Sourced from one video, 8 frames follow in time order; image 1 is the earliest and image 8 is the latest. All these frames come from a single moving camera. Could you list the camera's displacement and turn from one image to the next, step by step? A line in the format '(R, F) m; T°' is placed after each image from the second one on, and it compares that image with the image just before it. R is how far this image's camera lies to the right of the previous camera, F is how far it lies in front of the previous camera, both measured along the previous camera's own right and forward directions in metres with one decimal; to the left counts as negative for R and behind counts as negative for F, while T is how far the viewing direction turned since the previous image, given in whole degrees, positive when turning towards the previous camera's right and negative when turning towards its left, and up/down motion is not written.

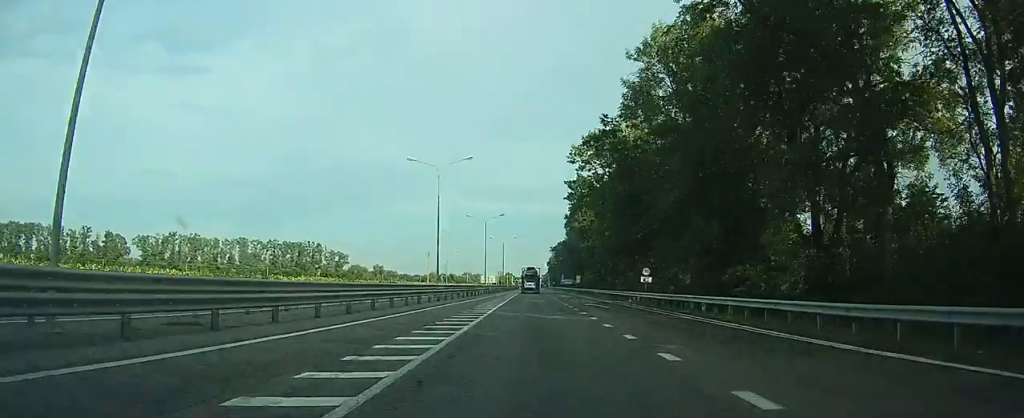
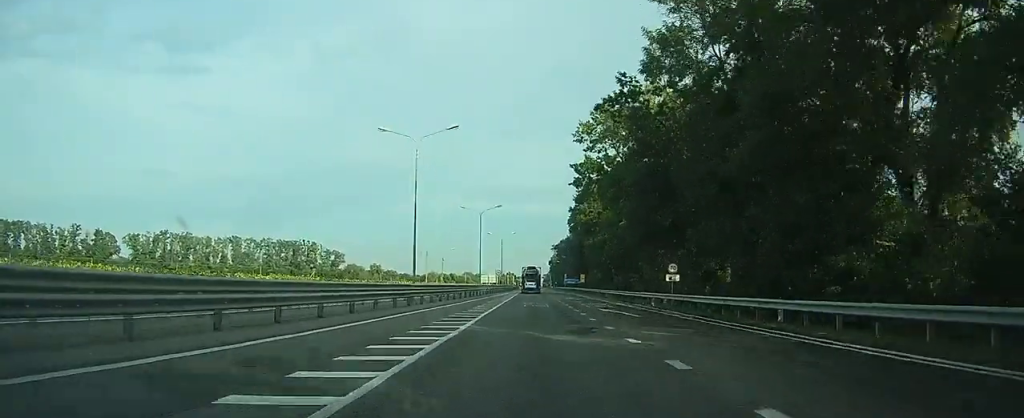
(0.0, +9.4) m; 0°
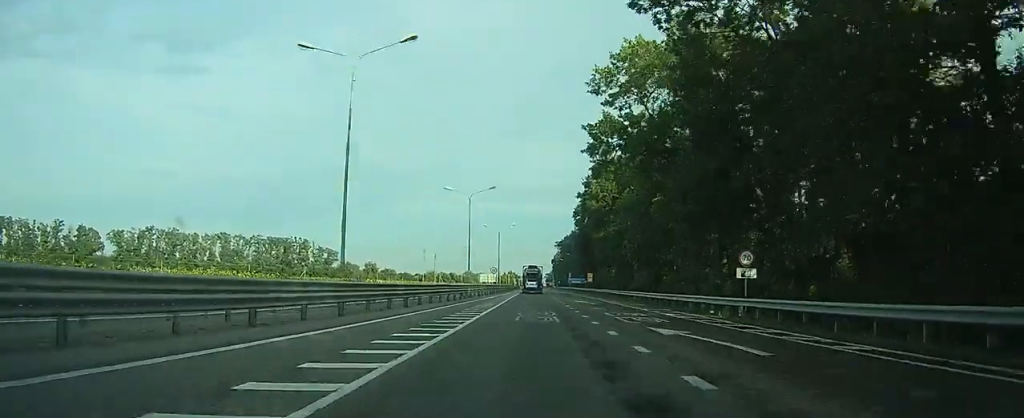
(-0.1, +14.2) m; 0°
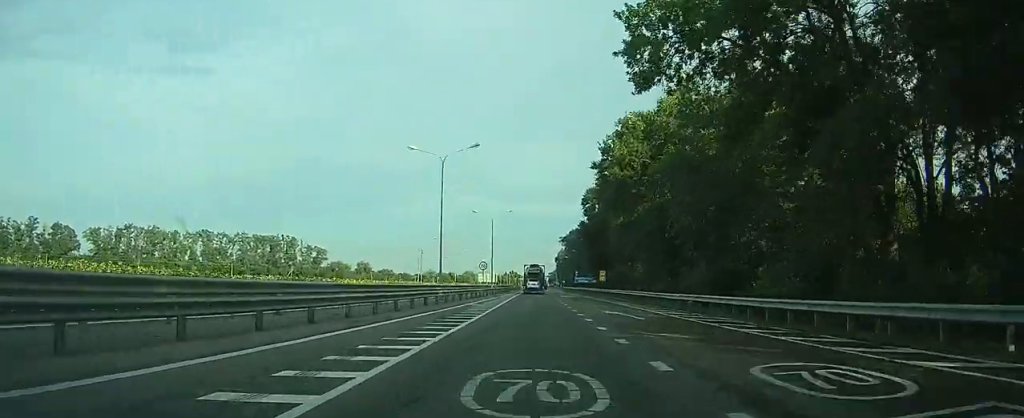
(0.0, +18.7) m; 0°
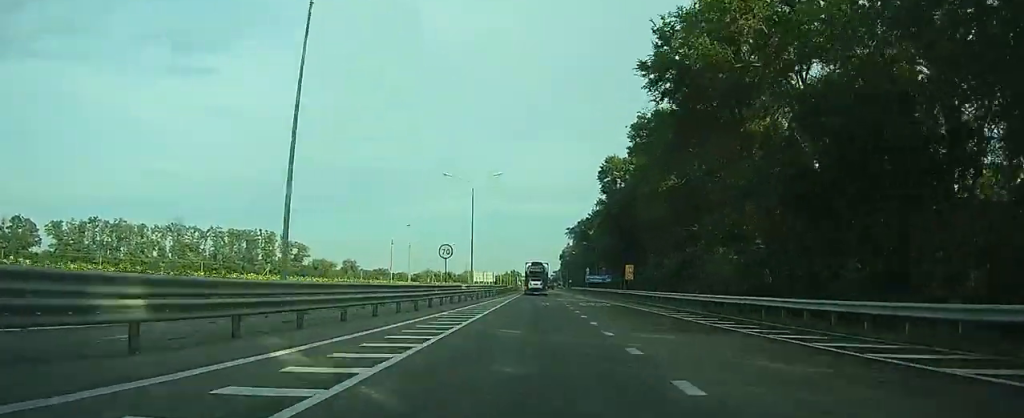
(0.0, +26.4) m; 0°
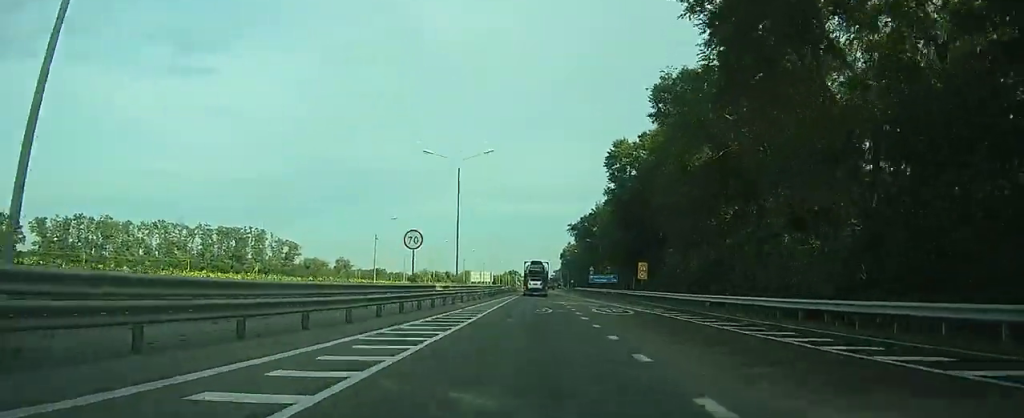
(0.0, +9.3) m; 0°
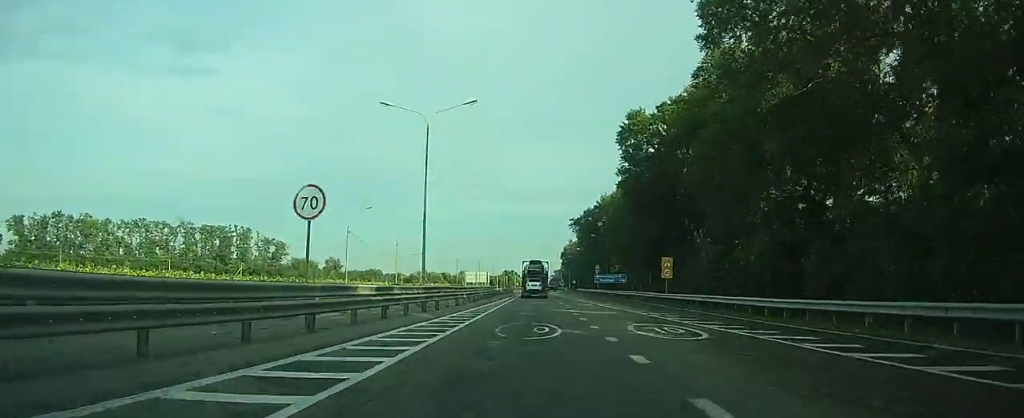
(0.0, +12.5) m; 0°
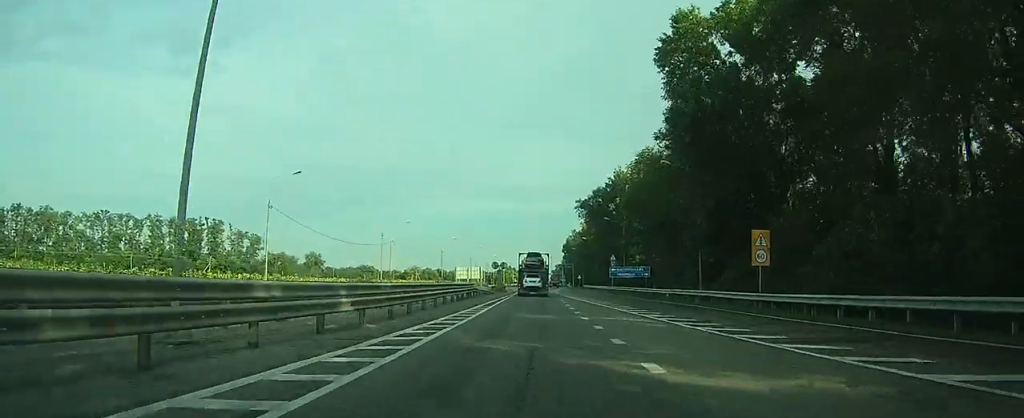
(0.0, +22.3) m; 0°
